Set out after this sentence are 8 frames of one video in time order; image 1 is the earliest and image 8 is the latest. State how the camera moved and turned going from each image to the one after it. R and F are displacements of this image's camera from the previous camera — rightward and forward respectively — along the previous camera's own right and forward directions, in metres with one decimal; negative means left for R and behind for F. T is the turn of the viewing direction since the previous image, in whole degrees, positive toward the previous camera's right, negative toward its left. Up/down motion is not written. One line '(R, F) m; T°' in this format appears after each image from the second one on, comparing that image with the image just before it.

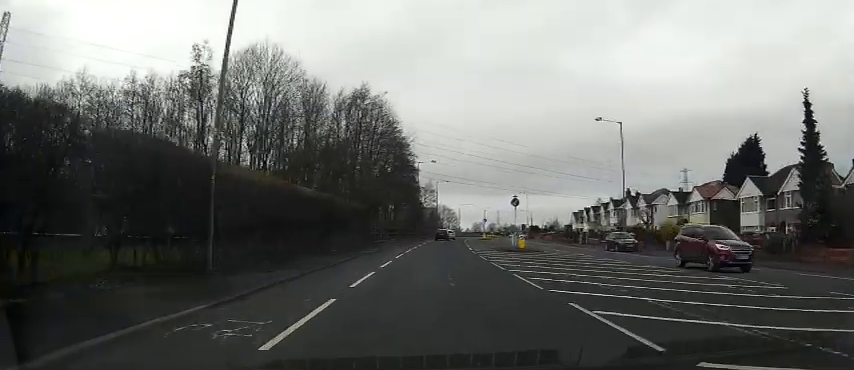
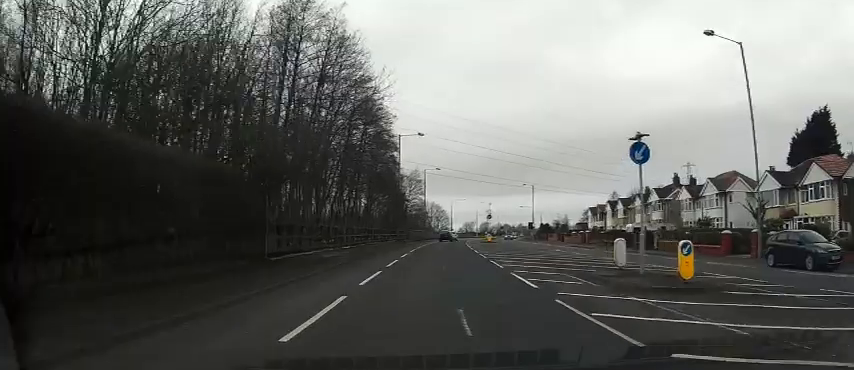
(+0.3, +24.1) m; +3°
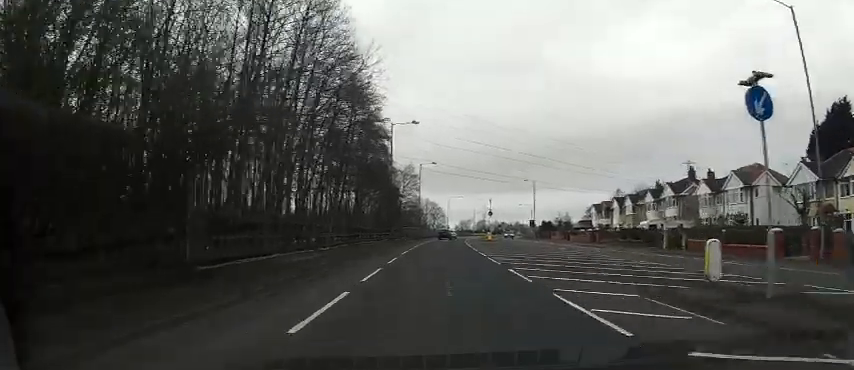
(+0.1, +5.7) m; +1°
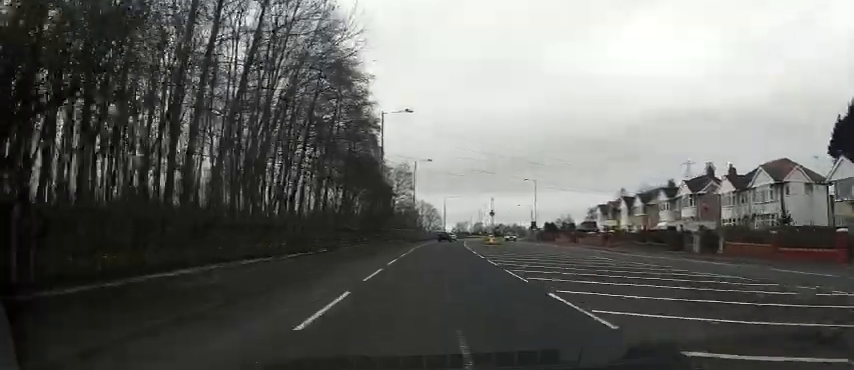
(0.0, +5.7) m; 0°
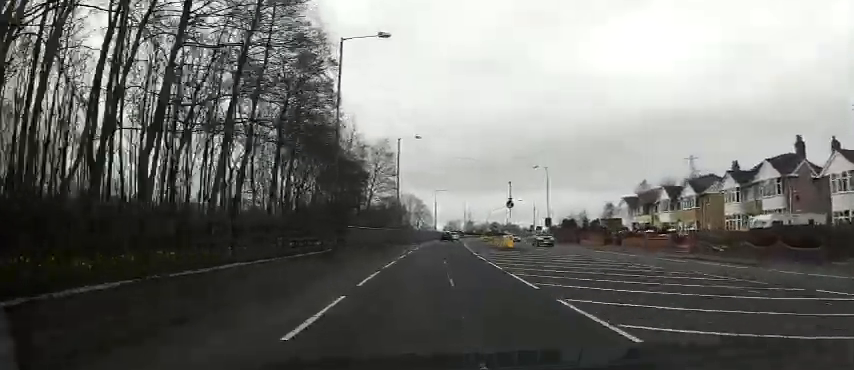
(0.0, +19.0) m; 0°
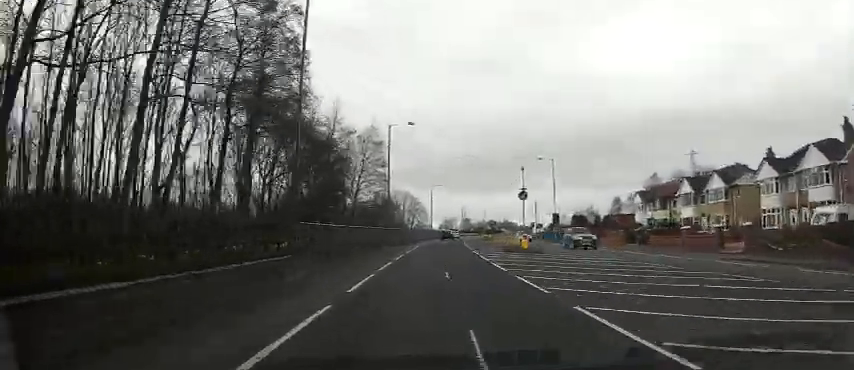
(0.0, +7.2) m; 0°
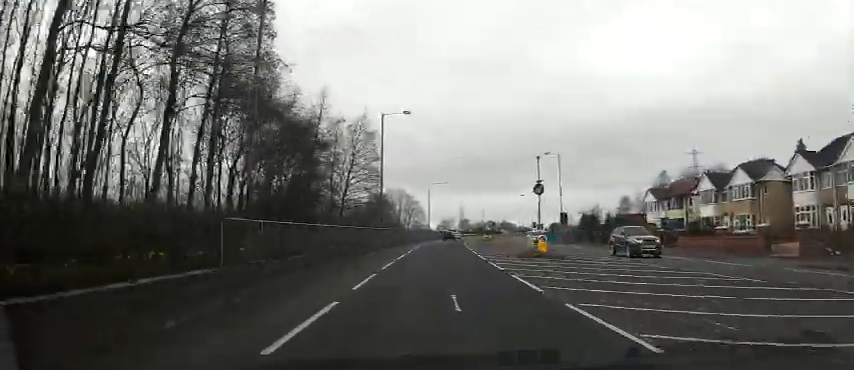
(0.0, +5.6) m; 0°
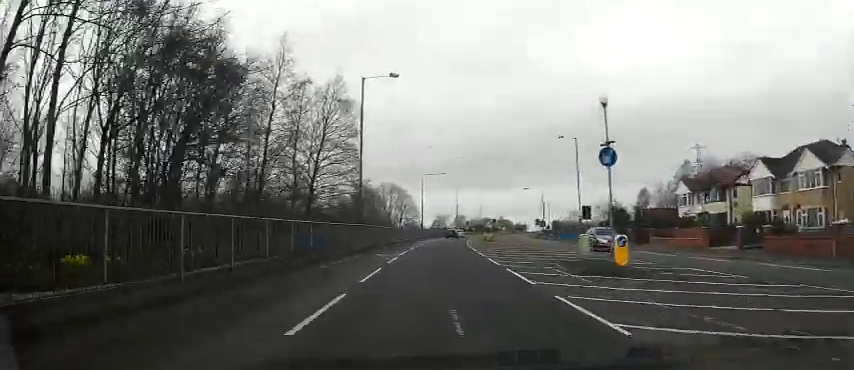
(0.0, +11.2) m; +2°
